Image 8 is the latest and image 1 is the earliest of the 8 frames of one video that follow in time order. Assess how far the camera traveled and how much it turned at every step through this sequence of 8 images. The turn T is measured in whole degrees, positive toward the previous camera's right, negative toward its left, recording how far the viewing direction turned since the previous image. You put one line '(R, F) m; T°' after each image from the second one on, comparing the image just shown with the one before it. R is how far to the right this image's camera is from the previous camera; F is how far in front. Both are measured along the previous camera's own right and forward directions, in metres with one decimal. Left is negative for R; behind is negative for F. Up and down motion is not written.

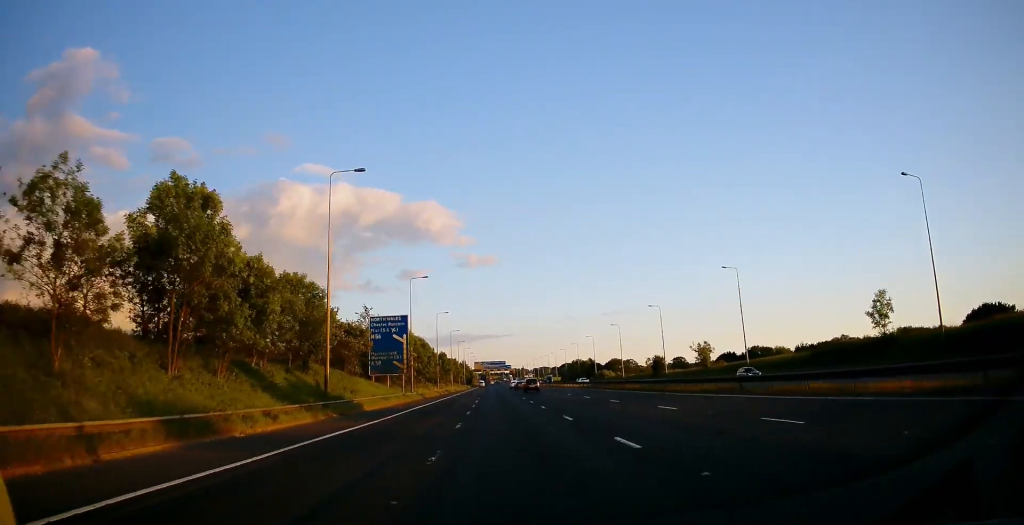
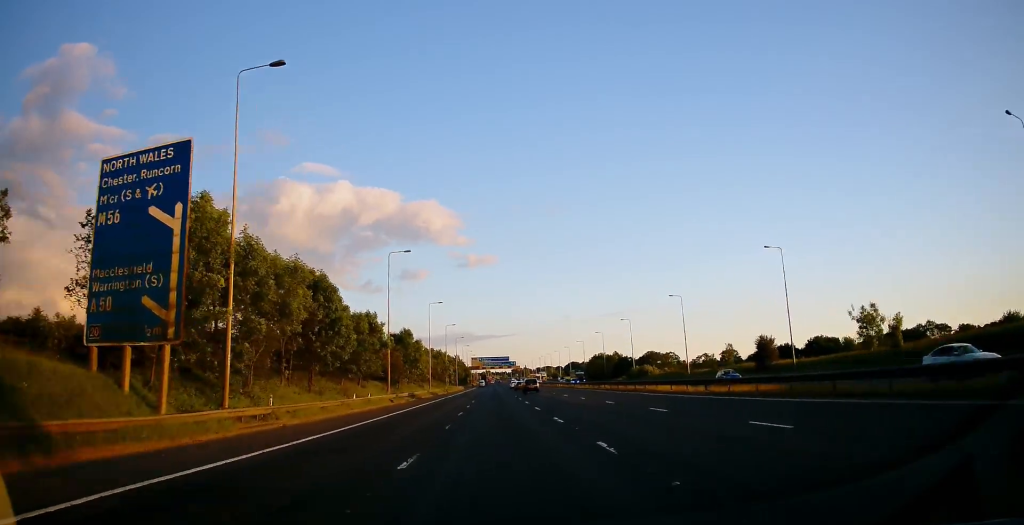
(+0.2, +53.9) m; 0°
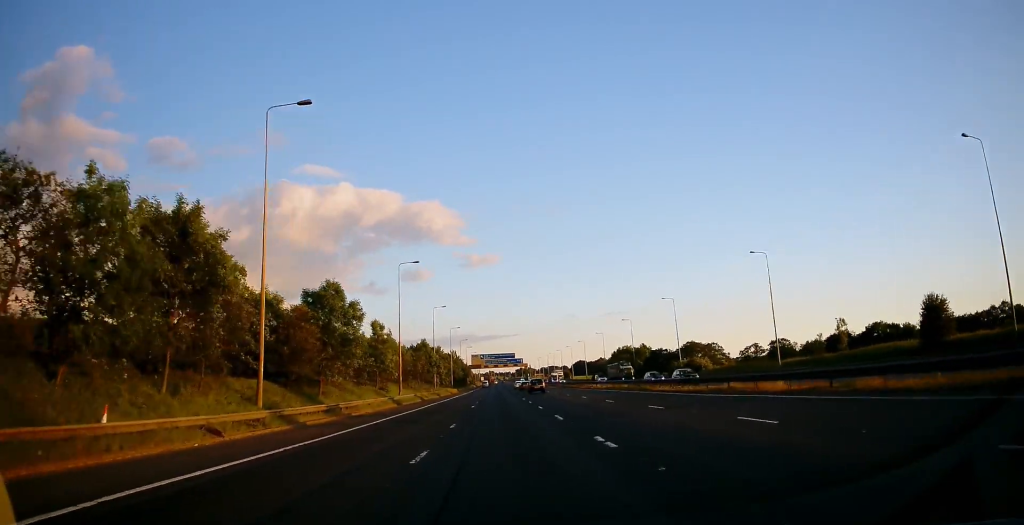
(-0.1, +34.8) m; 0°
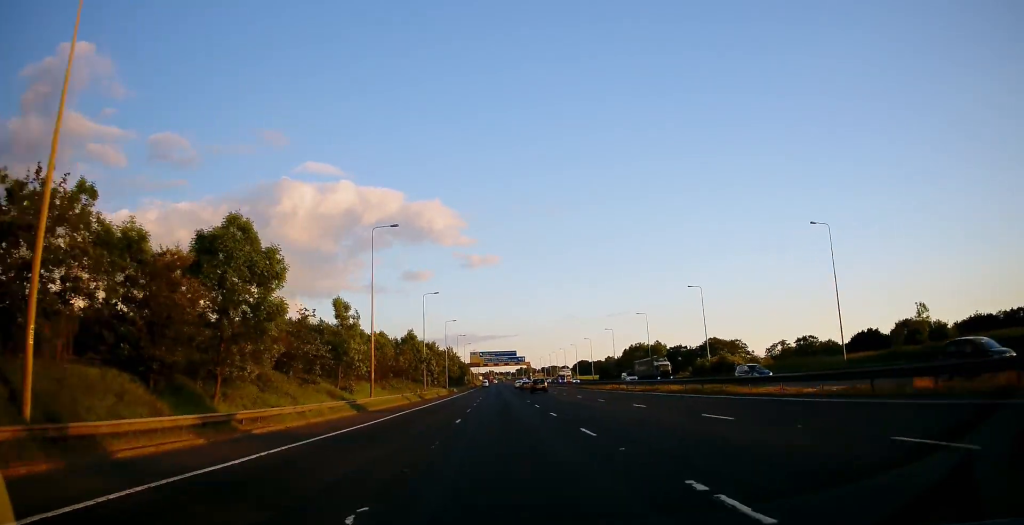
(0.0, +15.3) m; 0°
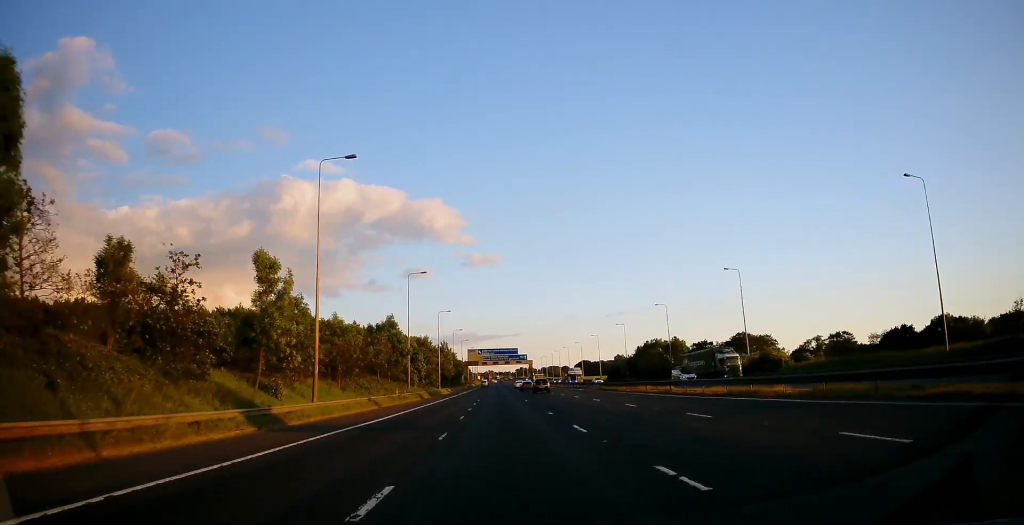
(0.0, +16.7) m; 0°
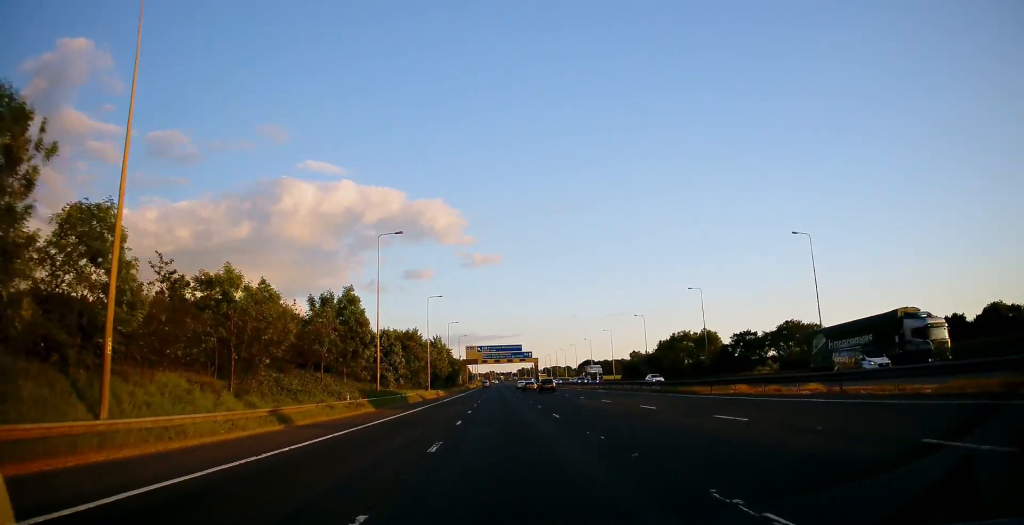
(0.0, +20.2) m; 0°
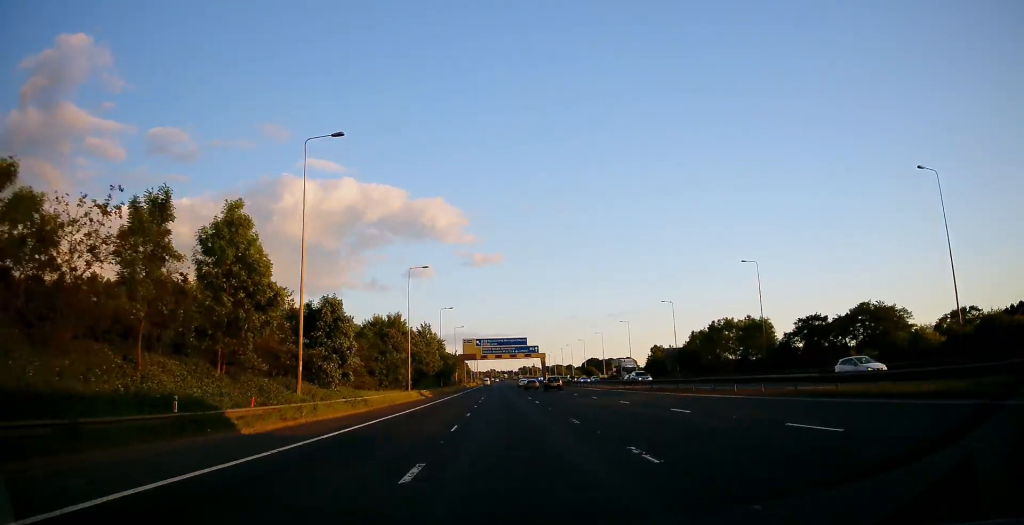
(-0.1, +22.1) m; 0°
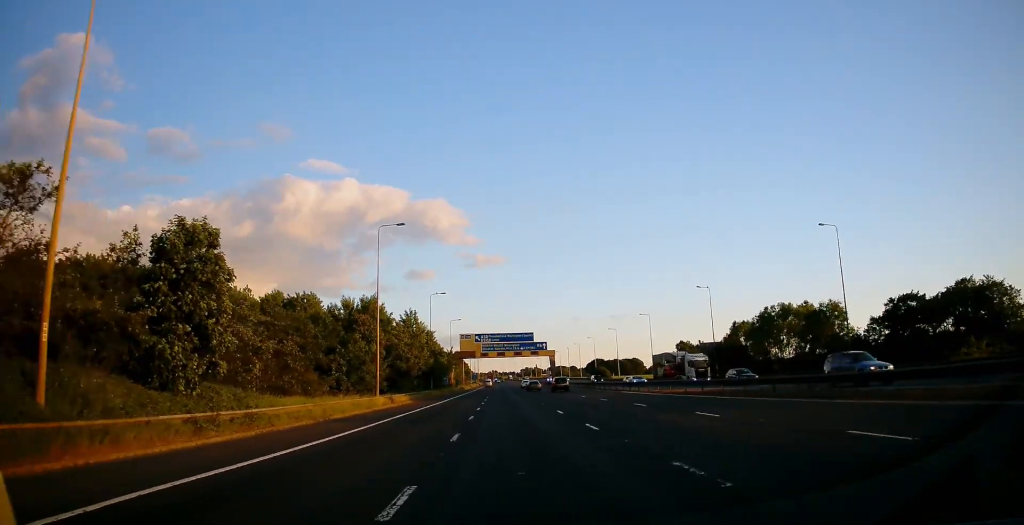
(+0.2, +19.5) m; 0°
